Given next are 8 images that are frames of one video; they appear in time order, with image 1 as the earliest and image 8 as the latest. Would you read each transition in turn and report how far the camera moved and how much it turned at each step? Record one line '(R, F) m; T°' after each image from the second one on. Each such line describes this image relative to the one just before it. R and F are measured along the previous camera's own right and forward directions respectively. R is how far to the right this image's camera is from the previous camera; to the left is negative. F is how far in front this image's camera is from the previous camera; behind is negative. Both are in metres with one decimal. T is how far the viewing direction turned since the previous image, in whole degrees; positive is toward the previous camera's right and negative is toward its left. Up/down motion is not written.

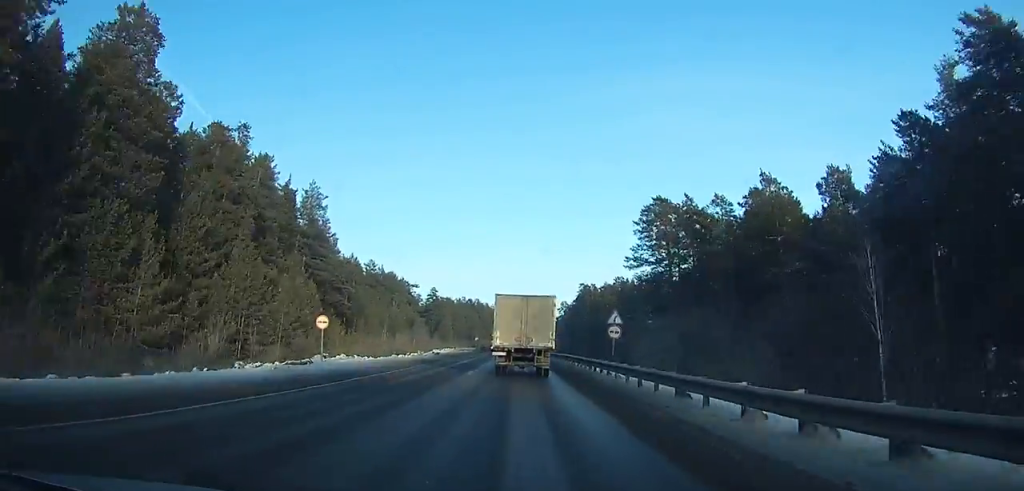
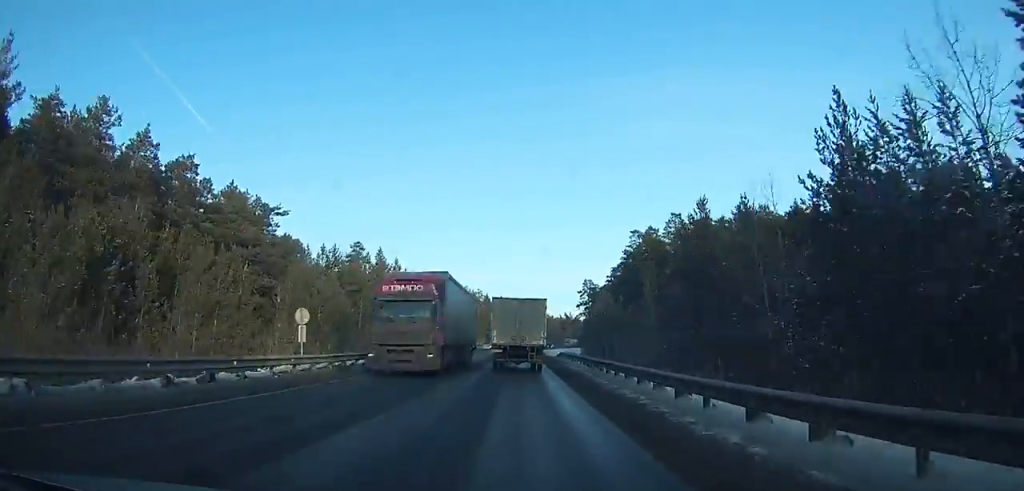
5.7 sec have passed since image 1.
(+1.4, +100.5) m; +1°
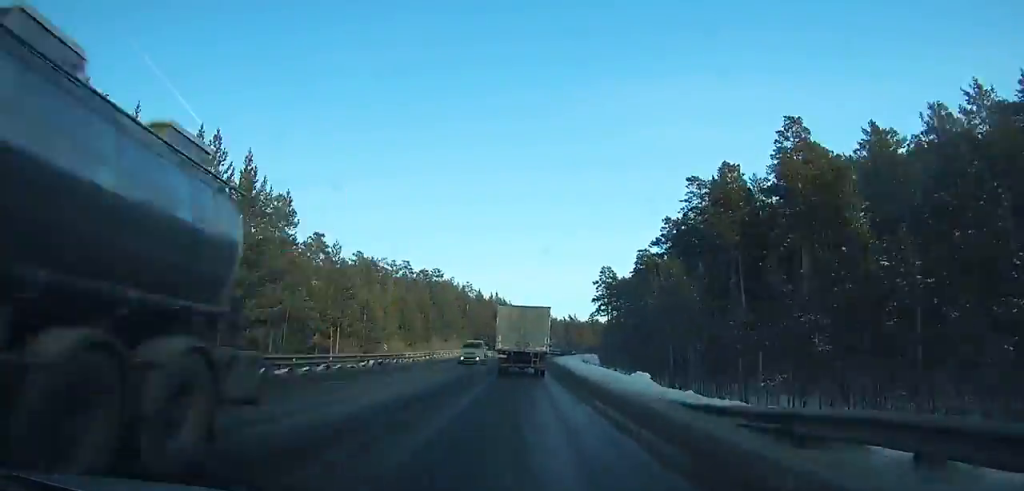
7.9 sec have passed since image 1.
(-0.3, +38.2) m; 0°
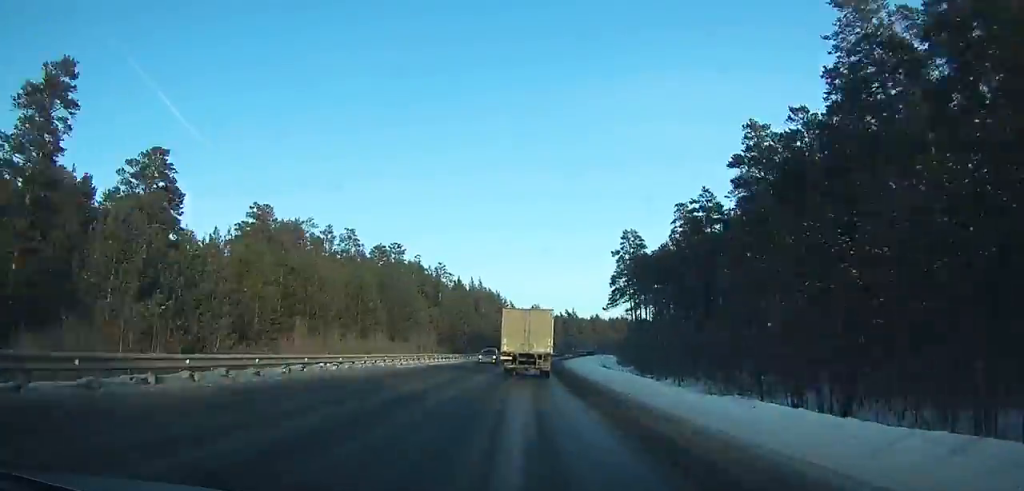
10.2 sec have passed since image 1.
(-0.5, +39.9) m; +1°
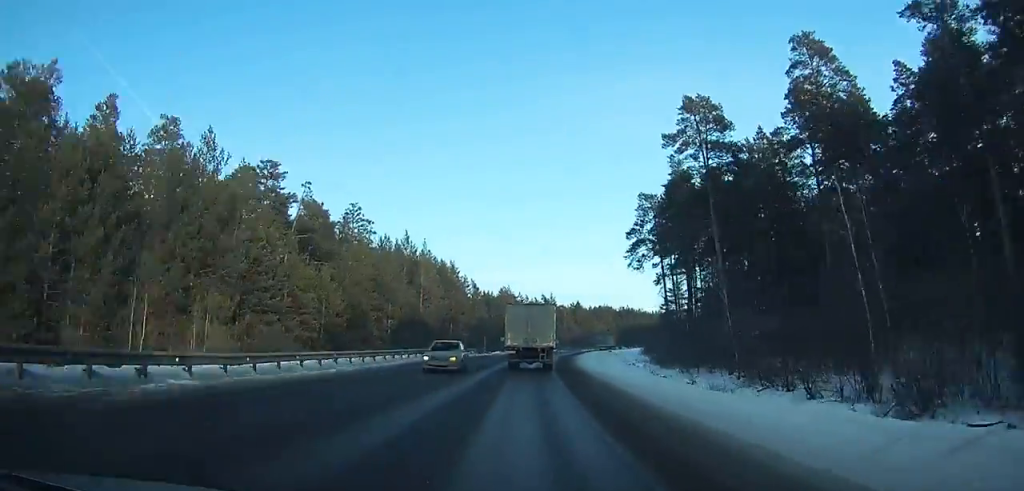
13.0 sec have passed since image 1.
(+1.8, +49.7) m; +4°
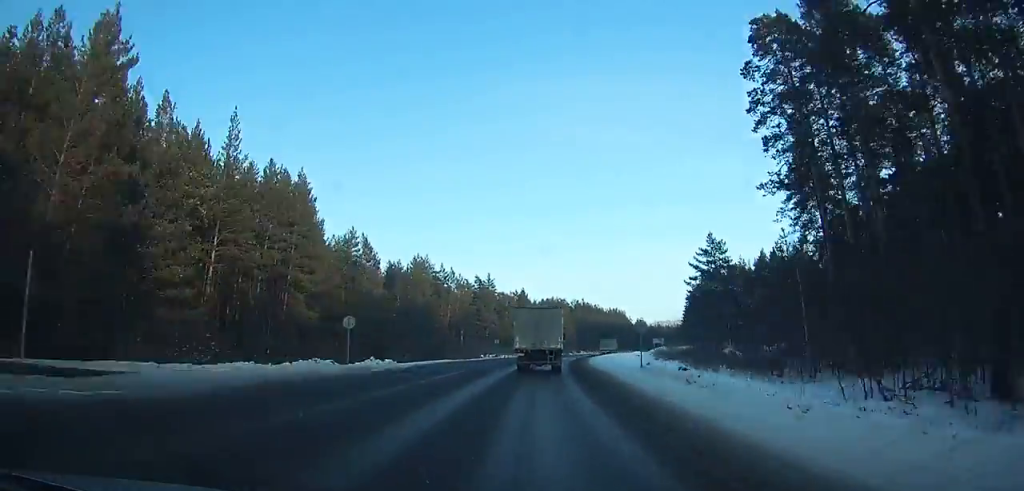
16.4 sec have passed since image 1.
(+3.0, +63.9) m; +6°
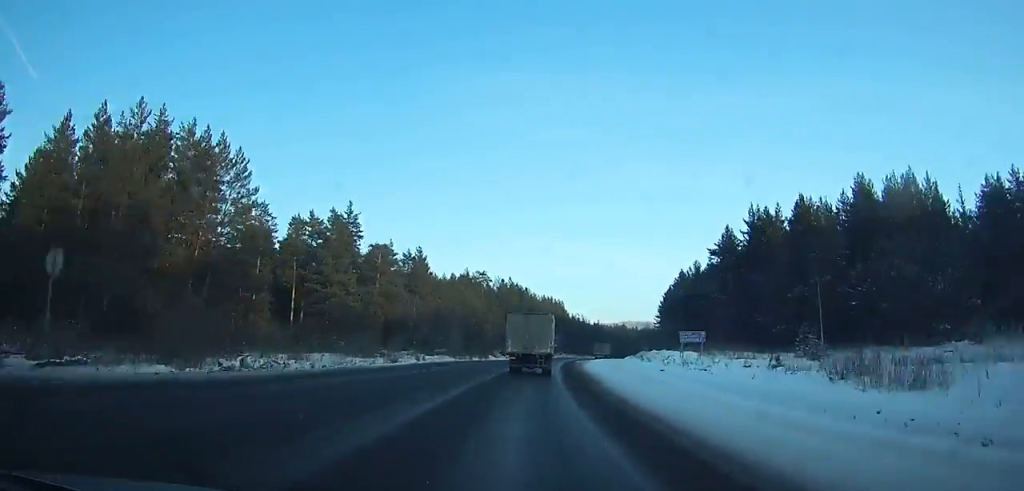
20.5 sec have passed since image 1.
(+6.1, +76.8) m; +8°
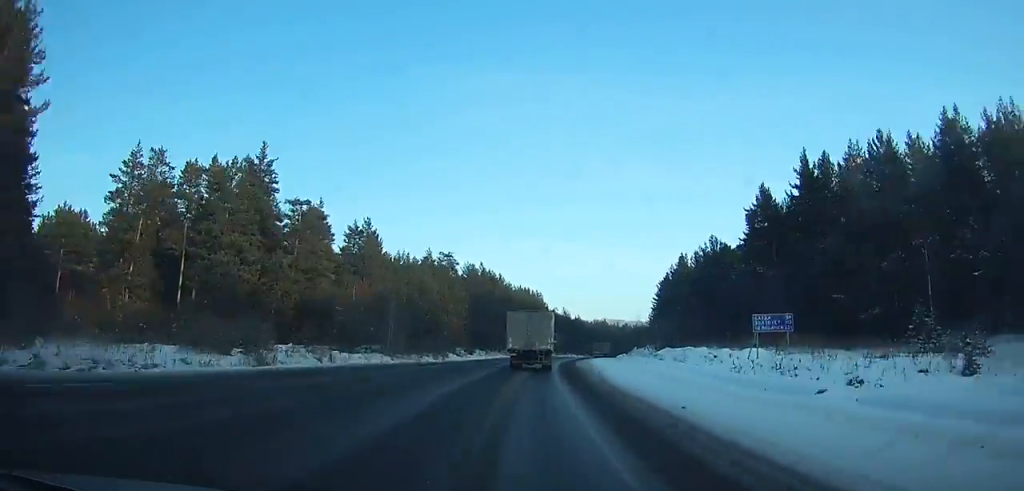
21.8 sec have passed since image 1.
(+0.2, +24.3) m; +2°
